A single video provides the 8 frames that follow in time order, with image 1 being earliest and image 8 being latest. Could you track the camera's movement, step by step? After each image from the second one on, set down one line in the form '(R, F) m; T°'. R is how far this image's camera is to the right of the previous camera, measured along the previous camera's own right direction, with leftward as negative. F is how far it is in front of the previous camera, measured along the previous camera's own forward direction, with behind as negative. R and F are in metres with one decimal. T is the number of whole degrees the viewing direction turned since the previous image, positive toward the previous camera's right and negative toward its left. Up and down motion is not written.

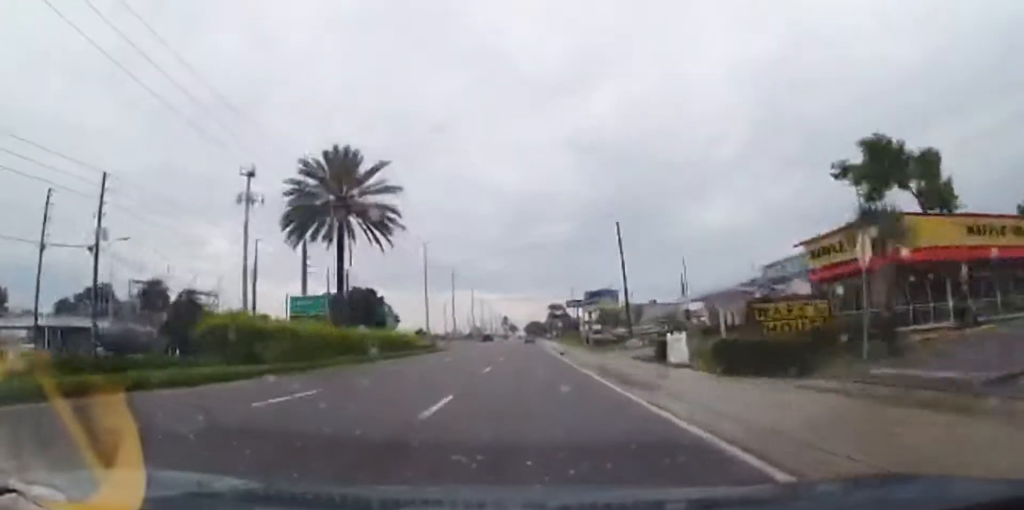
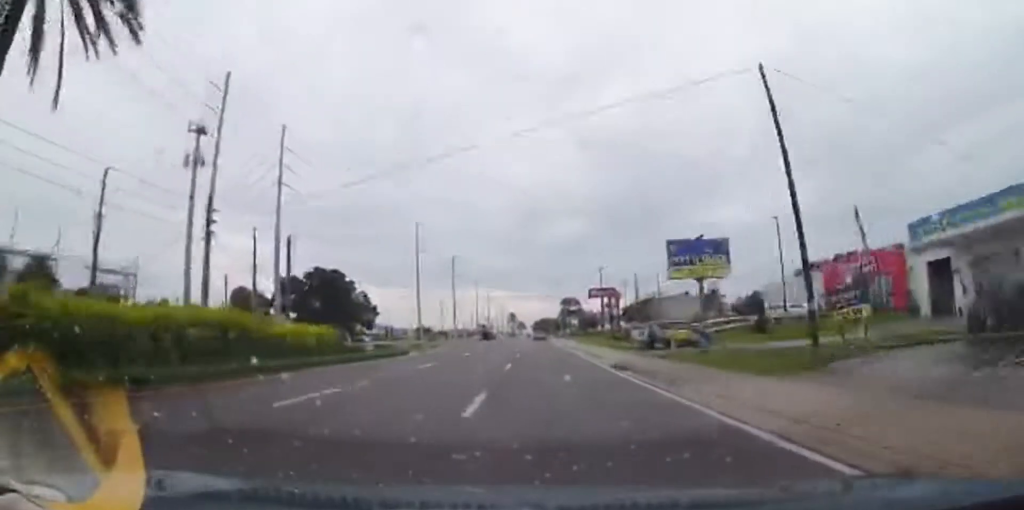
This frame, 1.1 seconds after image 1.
(0.0, +25.0) m; 0°
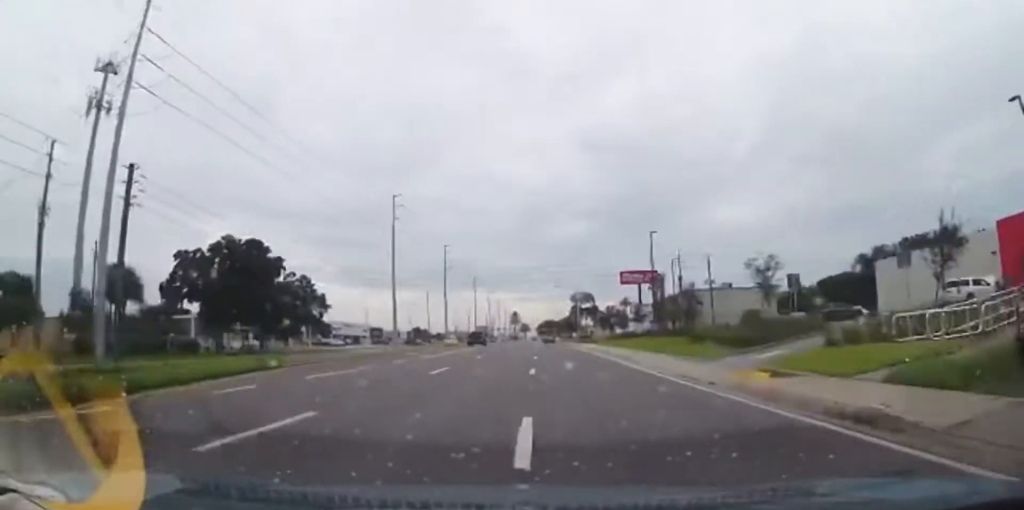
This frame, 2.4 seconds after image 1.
(0.0, +29.4) m; -1°
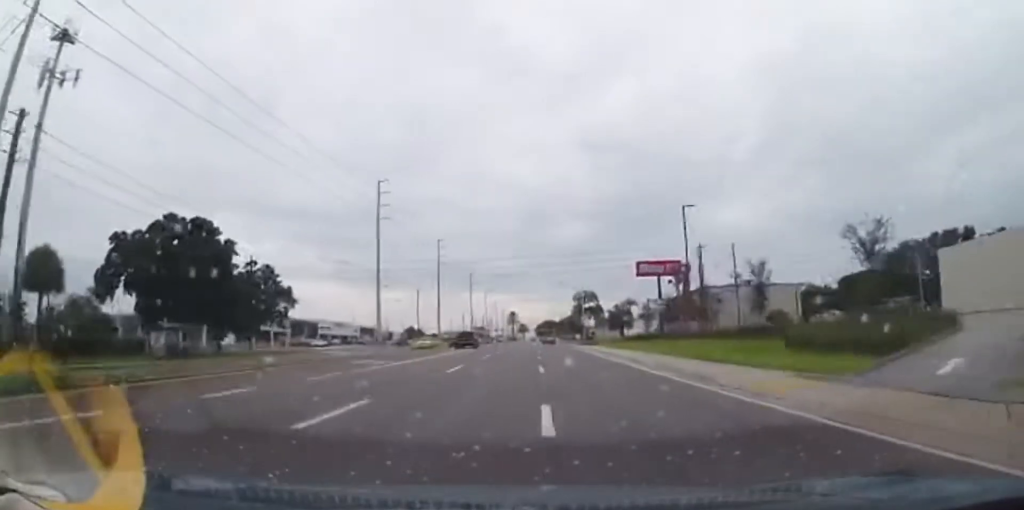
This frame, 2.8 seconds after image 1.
(+0.1, +10.8) m; 0°
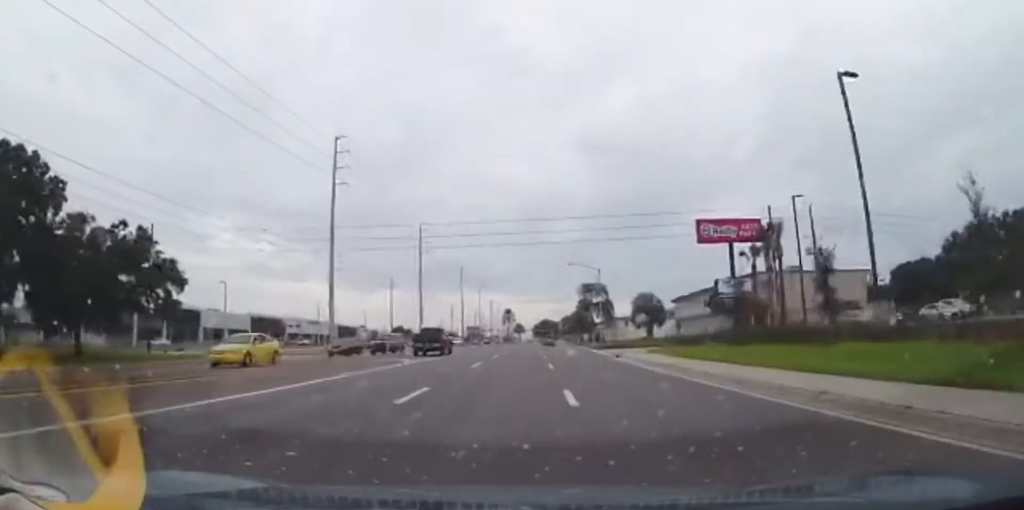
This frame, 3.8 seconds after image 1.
(-0.4, +22.3) m; 0°
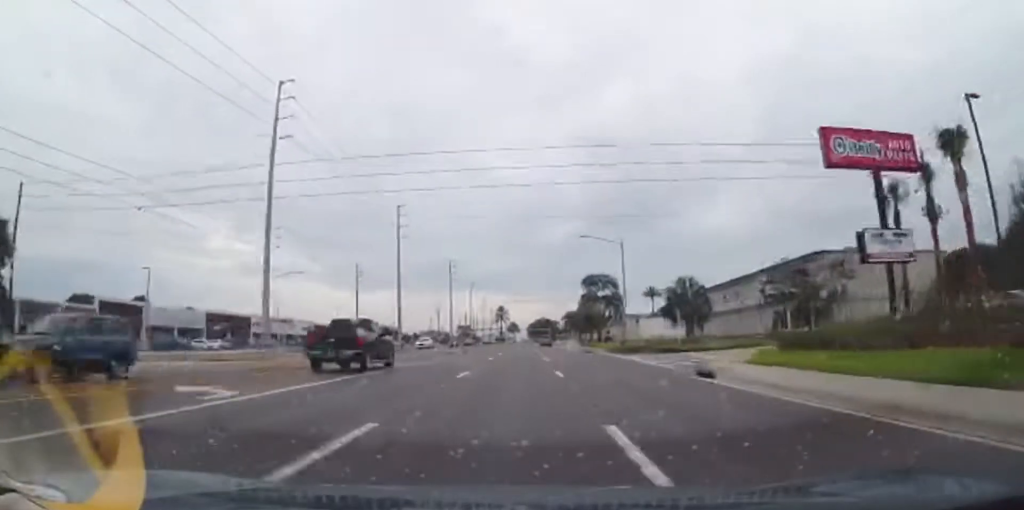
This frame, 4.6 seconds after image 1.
(+0.3, +18.5) m; +1°
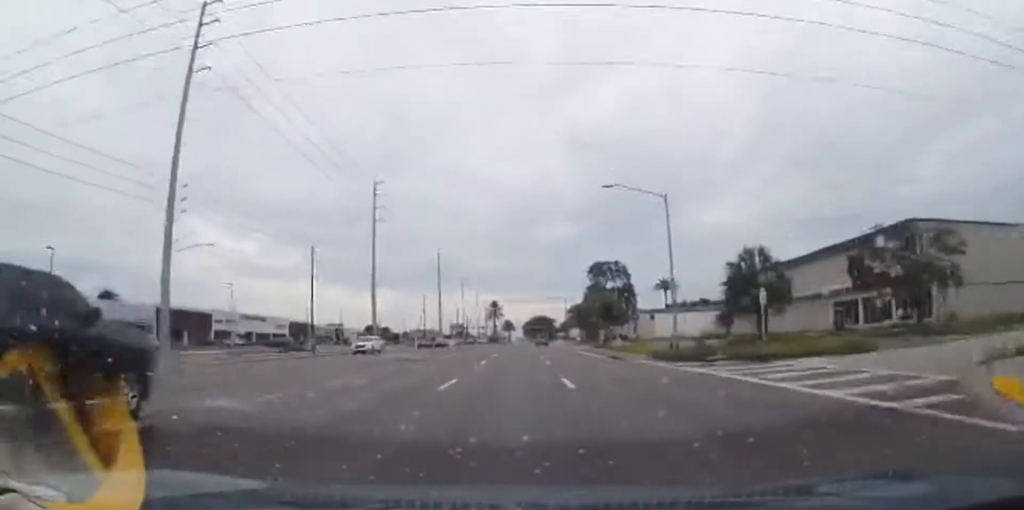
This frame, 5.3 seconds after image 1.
(+0.1, +16.1) m; 0°
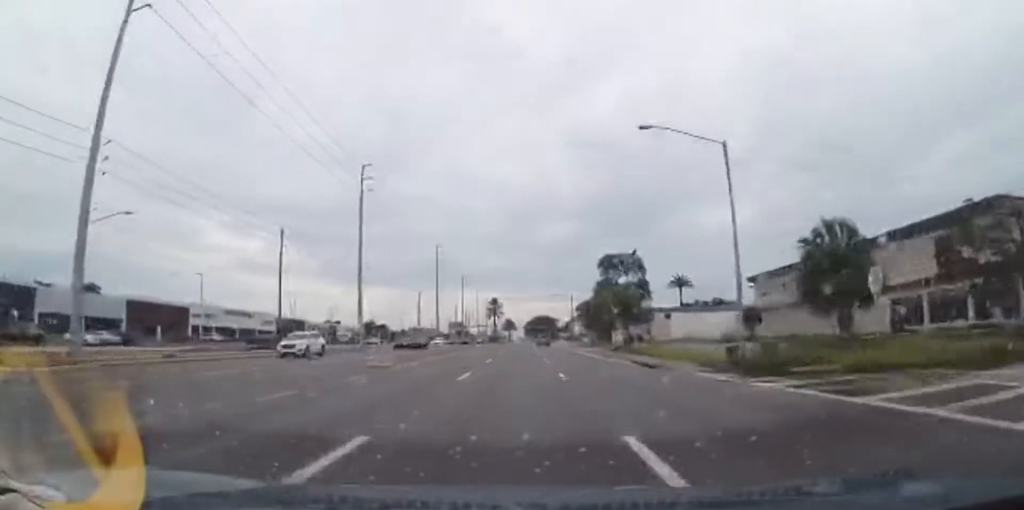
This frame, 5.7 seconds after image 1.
(0.0, +9.9) m; 0°
